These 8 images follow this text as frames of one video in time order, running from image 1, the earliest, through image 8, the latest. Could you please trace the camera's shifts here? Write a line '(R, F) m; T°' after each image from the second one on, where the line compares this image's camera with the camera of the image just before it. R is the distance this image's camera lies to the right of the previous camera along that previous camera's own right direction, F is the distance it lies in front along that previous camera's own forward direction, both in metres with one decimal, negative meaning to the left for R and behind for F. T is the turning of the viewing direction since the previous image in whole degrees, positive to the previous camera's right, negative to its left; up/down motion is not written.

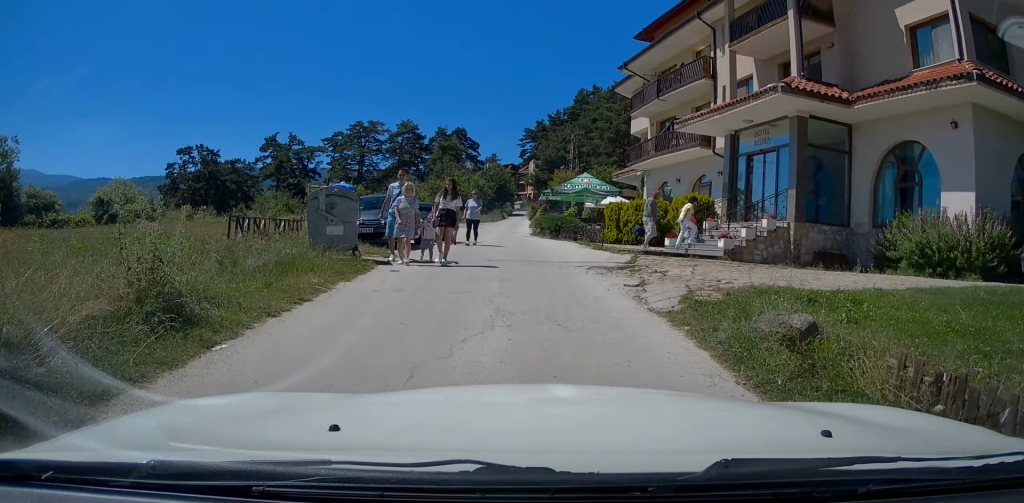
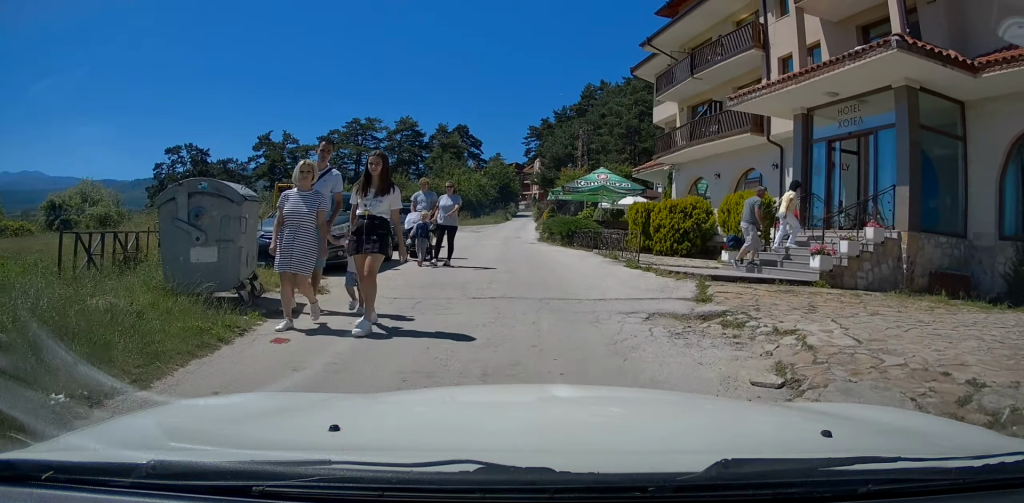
(-0.1, +5.0) m; -2°
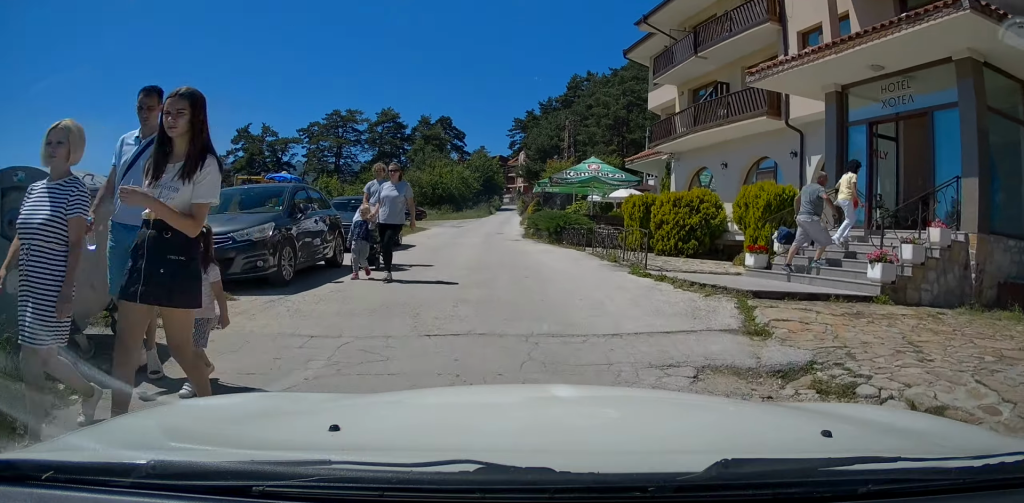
(-0.1, +2.5) m; 0°
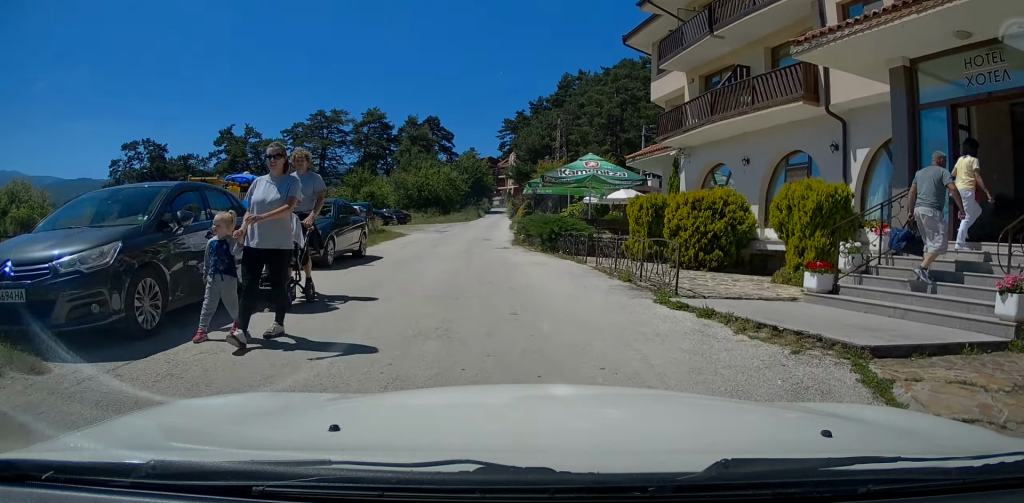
(0.0, +3.0) m; +1°
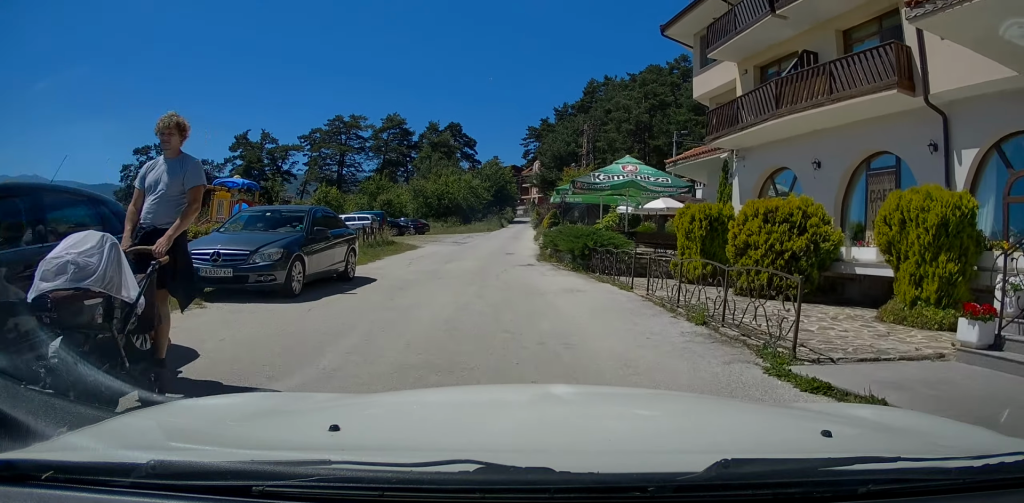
(+0.1, +3.1) m; +2°
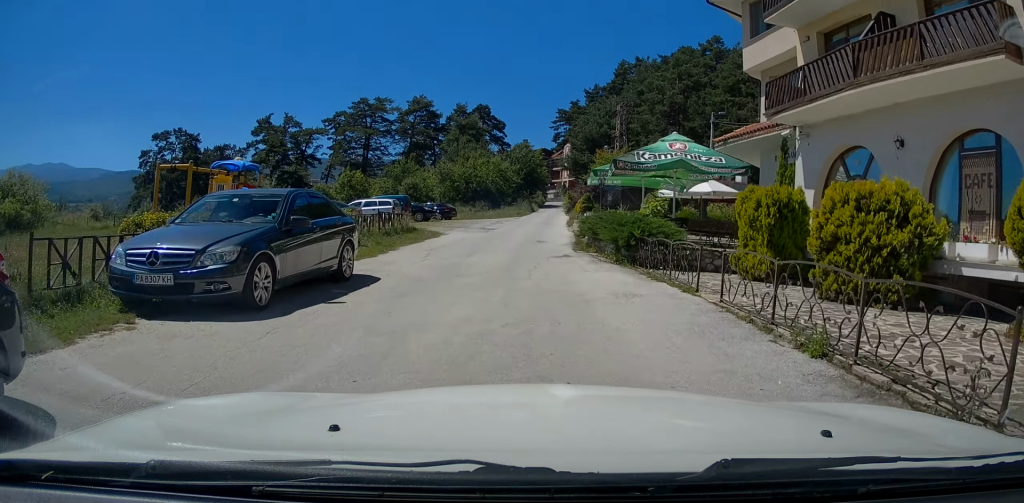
(0.0, +2.3) m; +2°
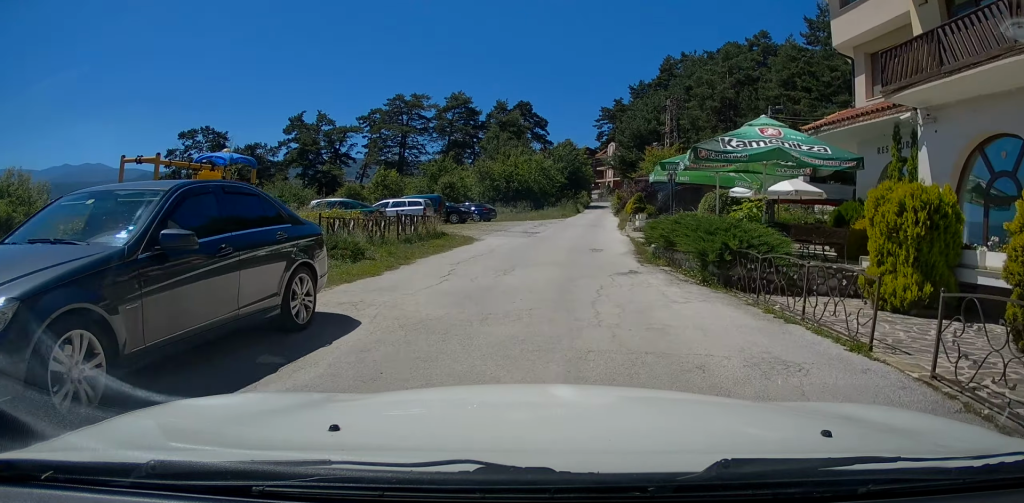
(+0.1, +3.9) m; +2°
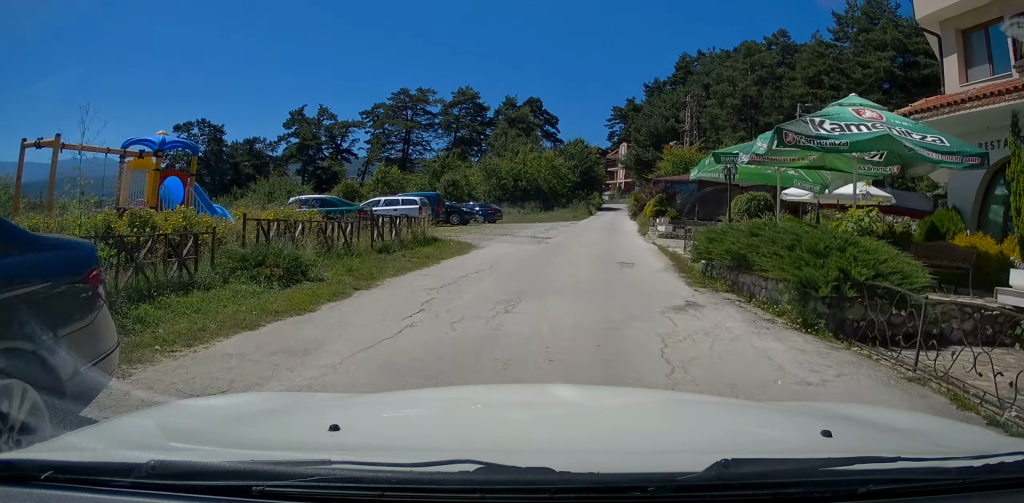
(0.0, +3.8) m; 0°
